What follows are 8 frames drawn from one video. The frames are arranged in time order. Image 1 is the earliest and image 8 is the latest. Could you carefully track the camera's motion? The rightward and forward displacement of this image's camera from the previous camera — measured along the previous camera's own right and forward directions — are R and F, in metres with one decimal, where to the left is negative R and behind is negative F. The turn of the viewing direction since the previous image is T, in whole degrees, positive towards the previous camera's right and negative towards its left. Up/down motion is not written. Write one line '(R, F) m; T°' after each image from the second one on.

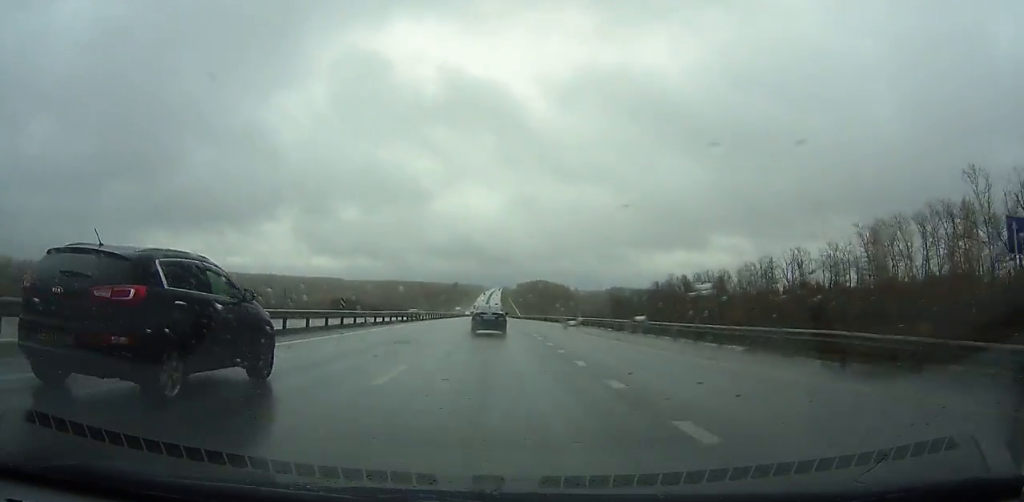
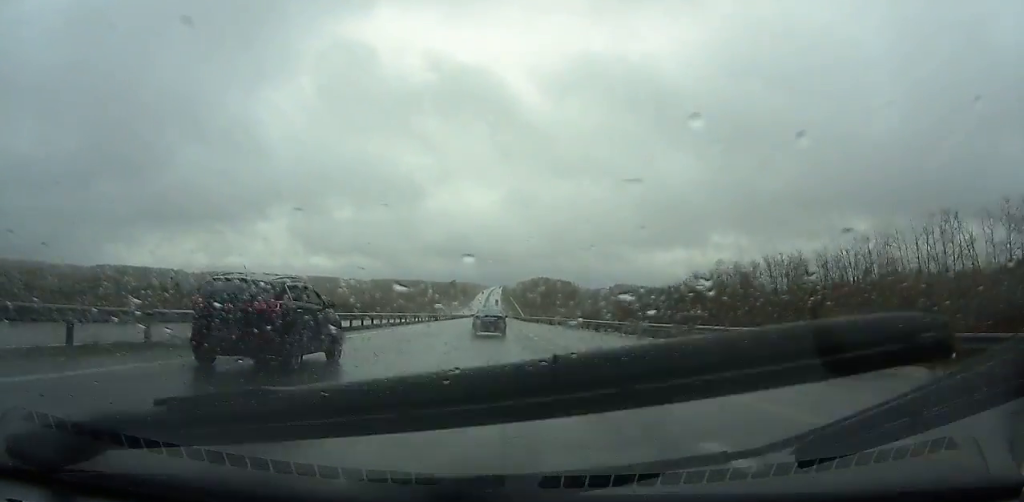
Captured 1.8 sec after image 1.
(0.0, +49.6) m; 0°
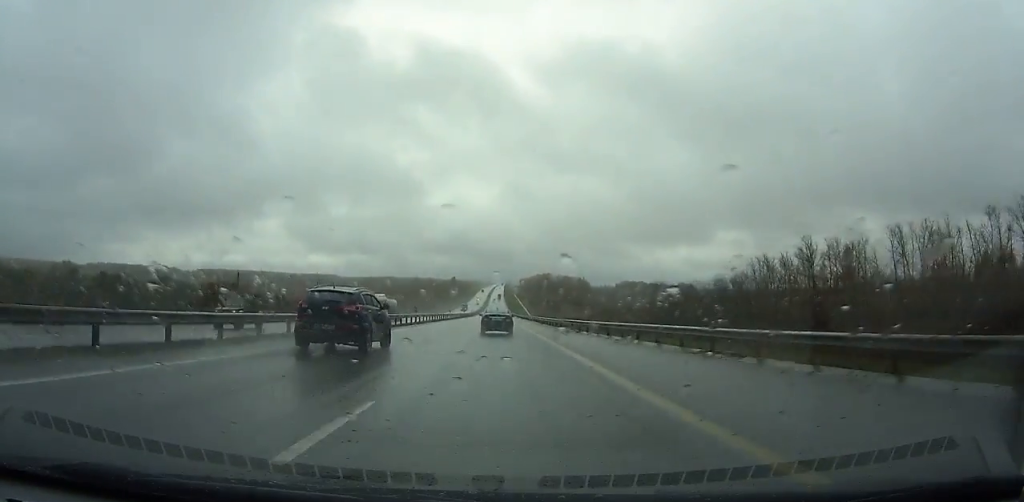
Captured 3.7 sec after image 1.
(-0.1, +52.2) m; 0°
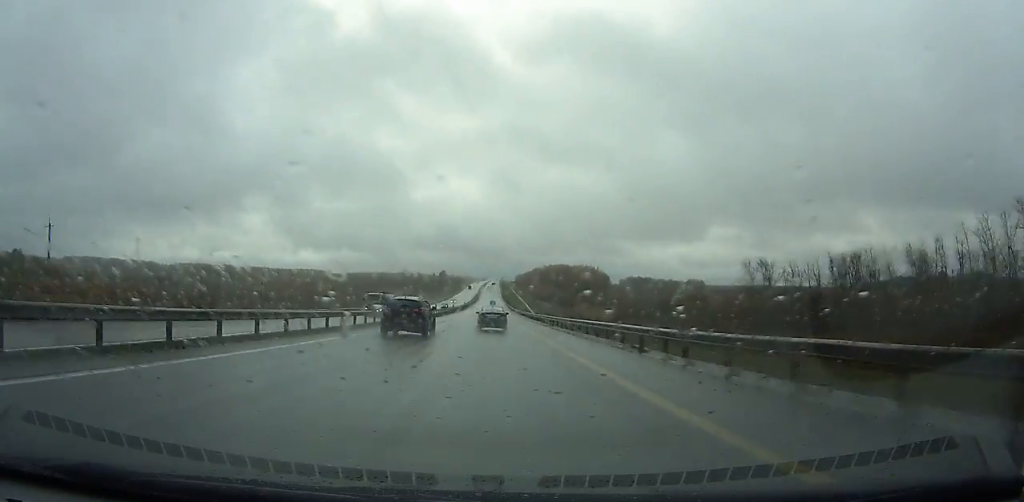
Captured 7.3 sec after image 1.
(+0.4, +98.9) m; 0°
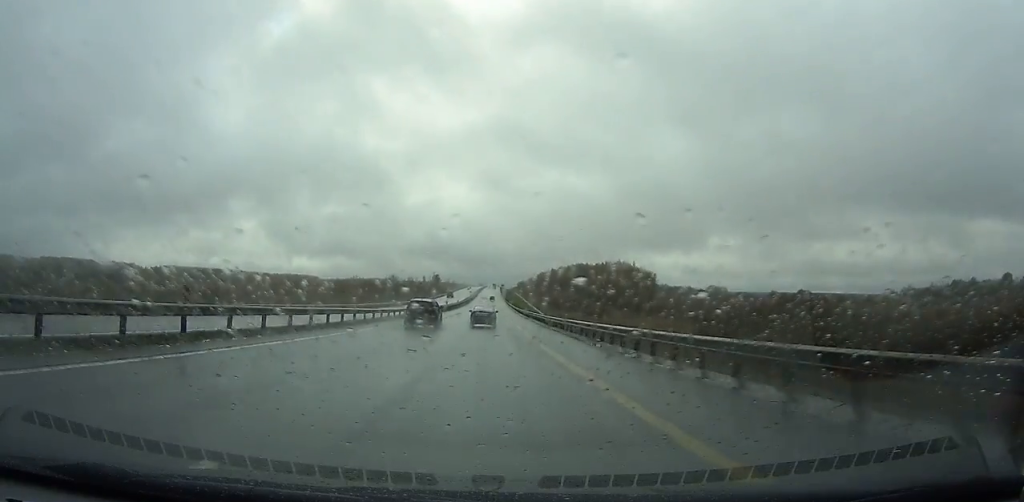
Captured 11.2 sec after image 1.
(0.0, +107.4) m; 0°
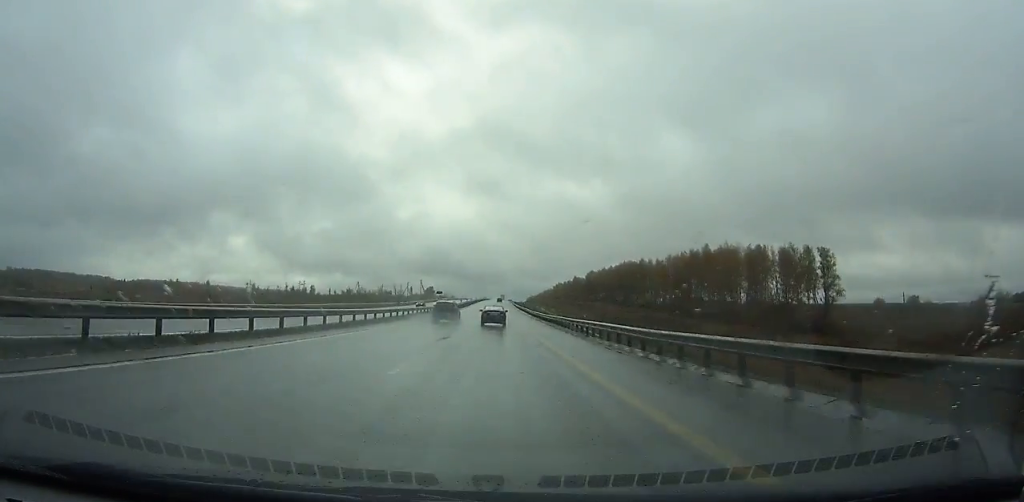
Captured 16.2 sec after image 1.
(-0.6, +137.3) m; 0°
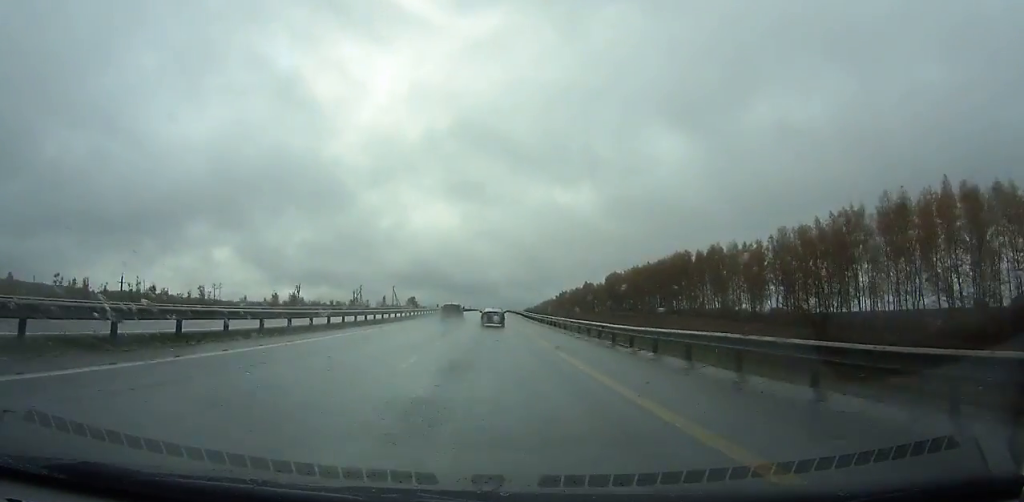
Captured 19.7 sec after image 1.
(0.0, +94.0) m; 0°
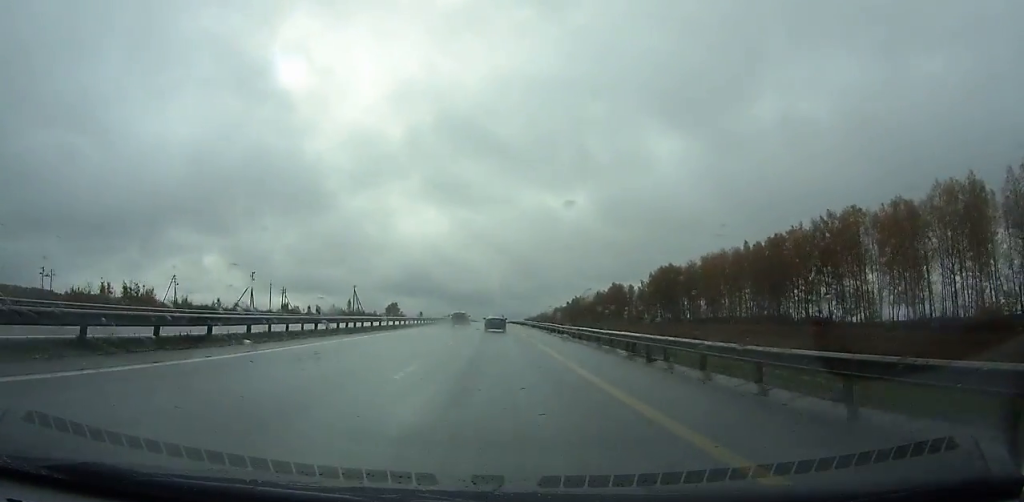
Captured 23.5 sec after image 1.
(+0.1, +98.2) m; 0°
